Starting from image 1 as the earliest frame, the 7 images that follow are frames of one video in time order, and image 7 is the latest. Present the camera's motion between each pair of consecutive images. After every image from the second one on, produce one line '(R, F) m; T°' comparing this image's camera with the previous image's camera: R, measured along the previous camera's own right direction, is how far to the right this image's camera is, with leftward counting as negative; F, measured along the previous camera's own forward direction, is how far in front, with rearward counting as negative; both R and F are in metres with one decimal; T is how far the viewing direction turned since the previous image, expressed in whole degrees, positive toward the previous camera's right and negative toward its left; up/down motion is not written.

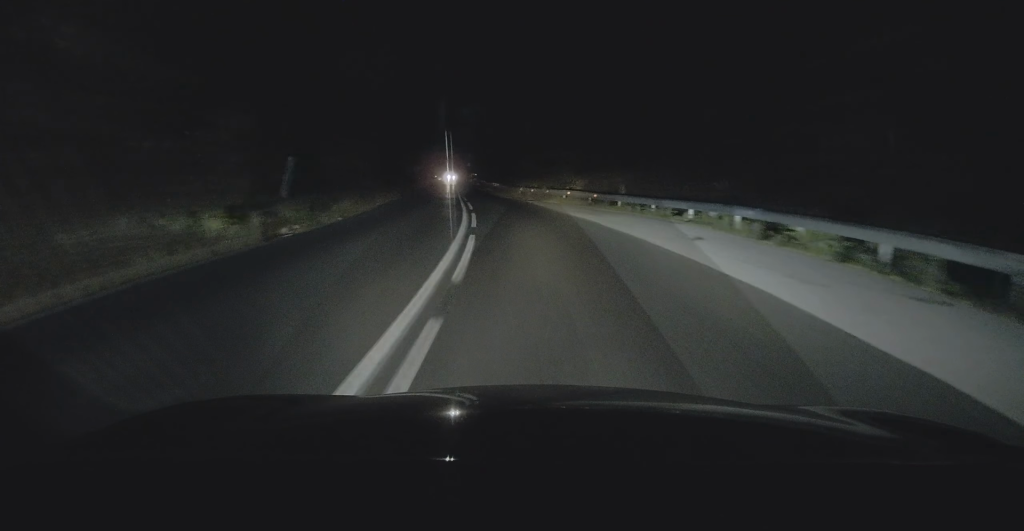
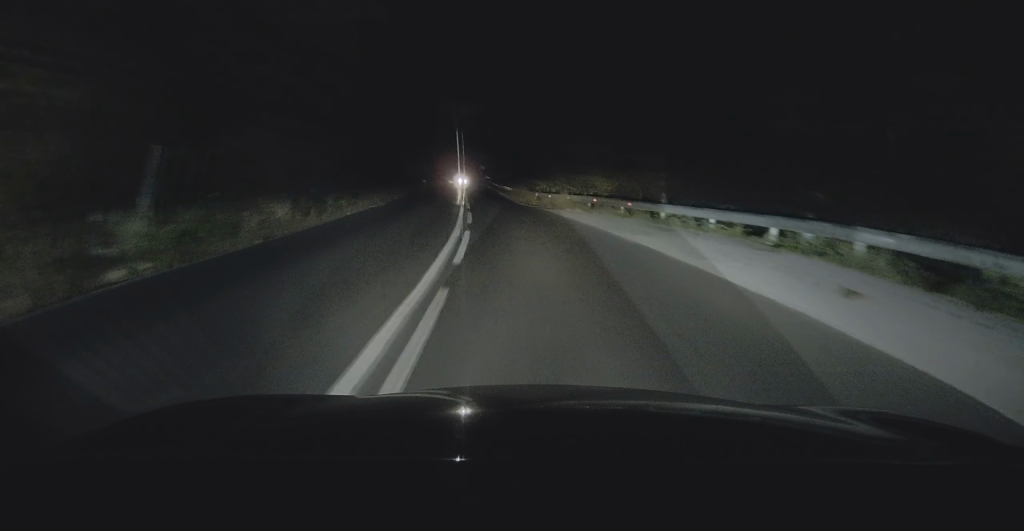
(-0.1, +6.7) m; -1°
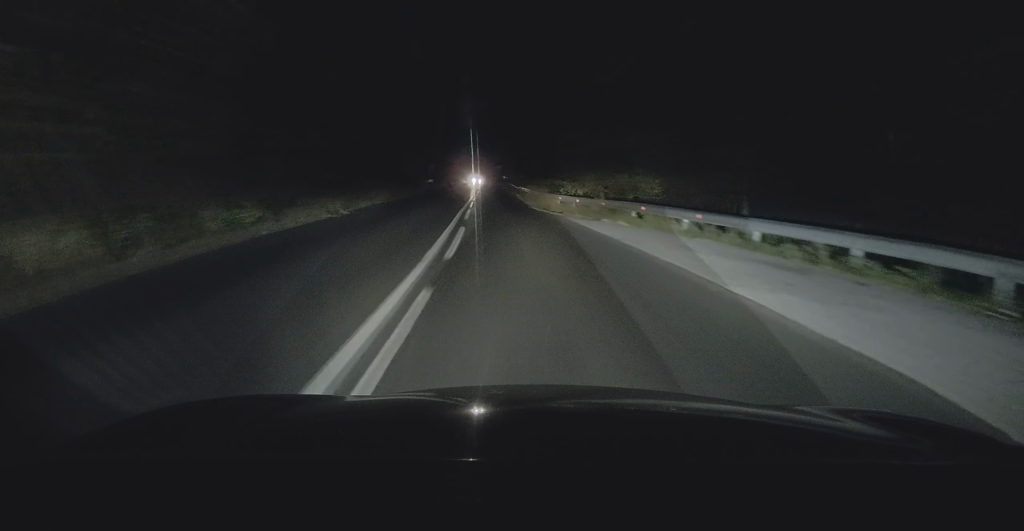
(0.0, +8.3) m; -1°
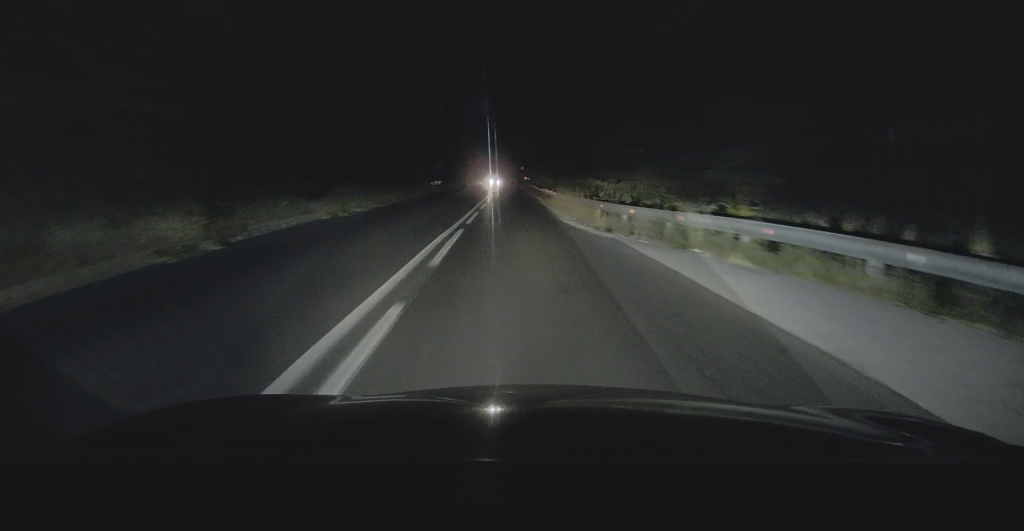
(-0.2, +9.9) m; -2°
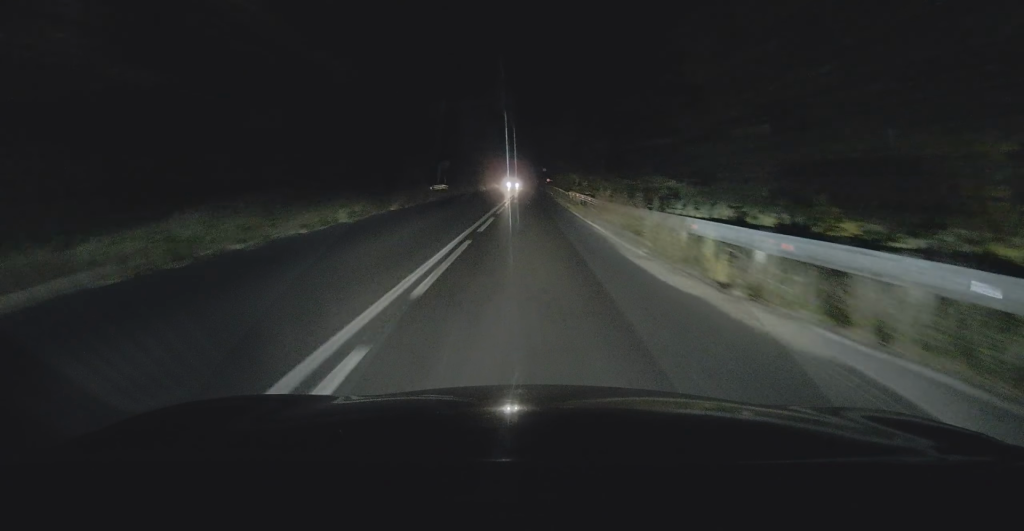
(-0.1, +10.5) m; -2°
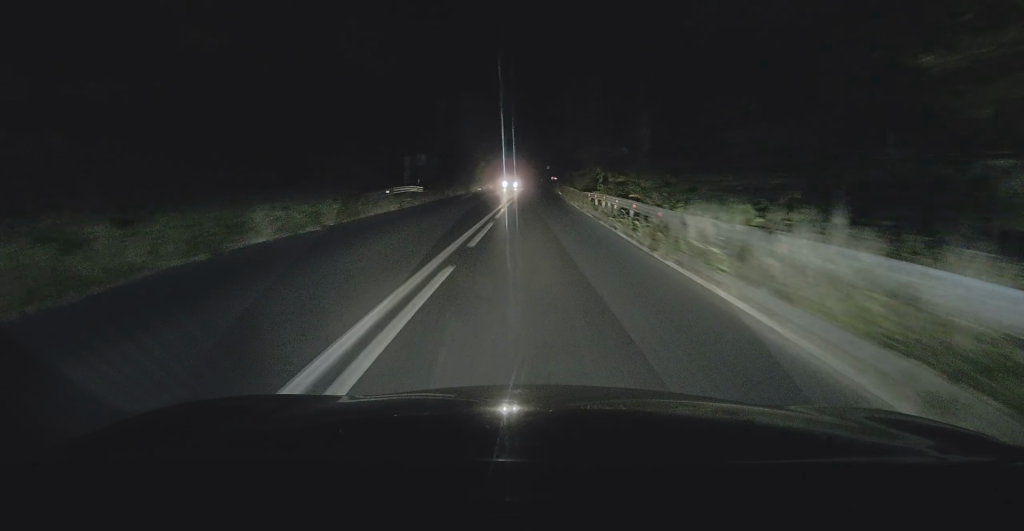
(-0.4, +12.8) m; 0°
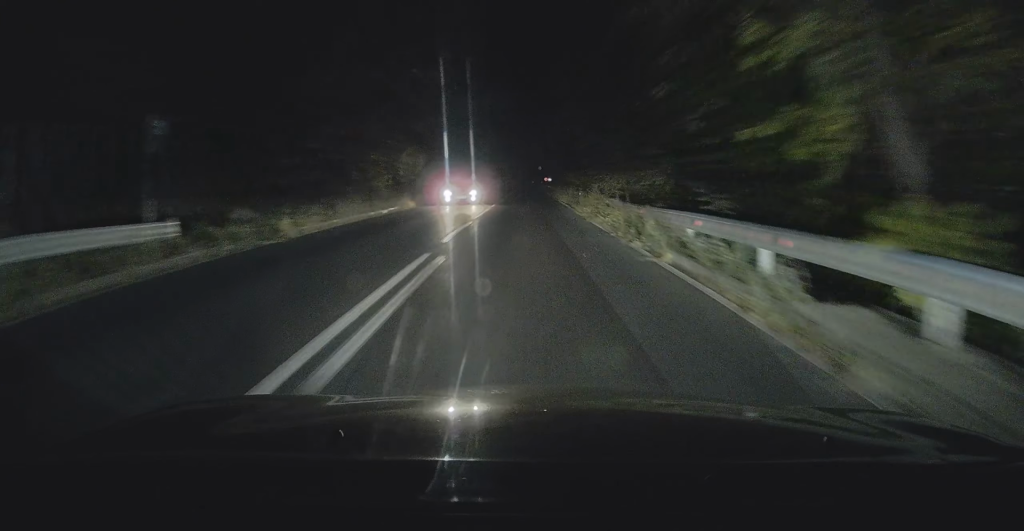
(+0.2, +24.6) m; 0°
